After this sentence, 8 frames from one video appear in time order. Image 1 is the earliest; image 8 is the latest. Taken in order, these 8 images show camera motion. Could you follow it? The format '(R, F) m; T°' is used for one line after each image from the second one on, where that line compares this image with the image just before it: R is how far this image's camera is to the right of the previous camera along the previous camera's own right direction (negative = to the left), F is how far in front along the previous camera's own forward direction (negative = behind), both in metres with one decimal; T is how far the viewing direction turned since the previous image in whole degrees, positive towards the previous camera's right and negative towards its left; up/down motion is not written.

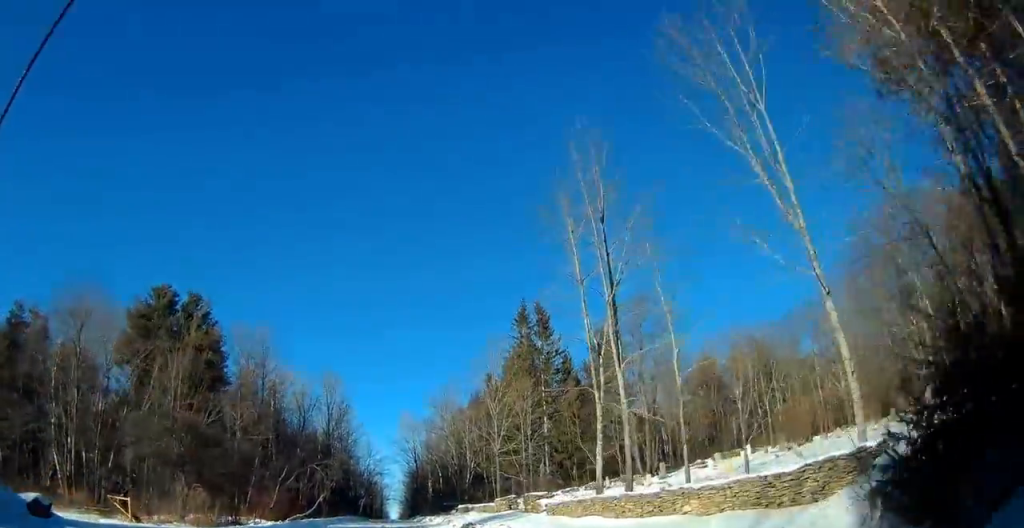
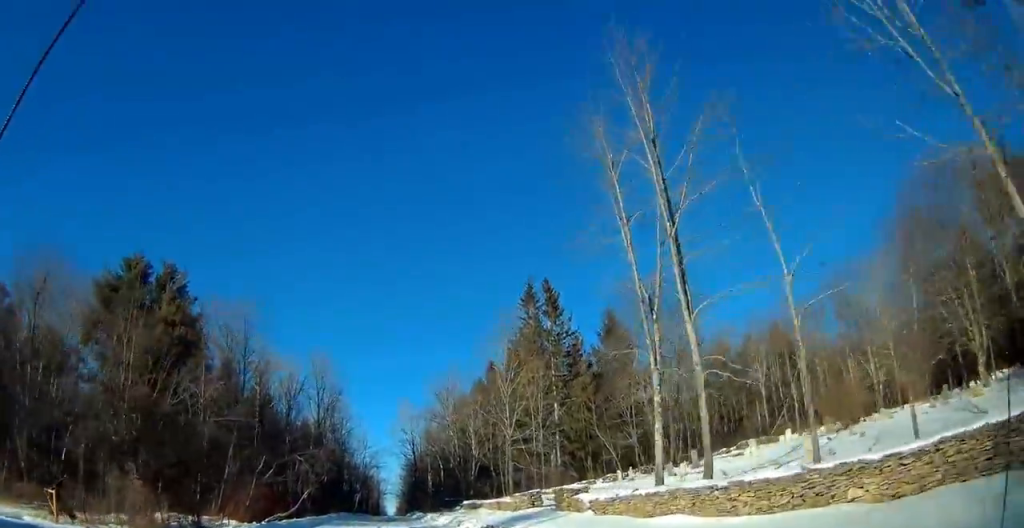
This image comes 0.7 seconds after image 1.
(+0.1, +5.8) m; +1°
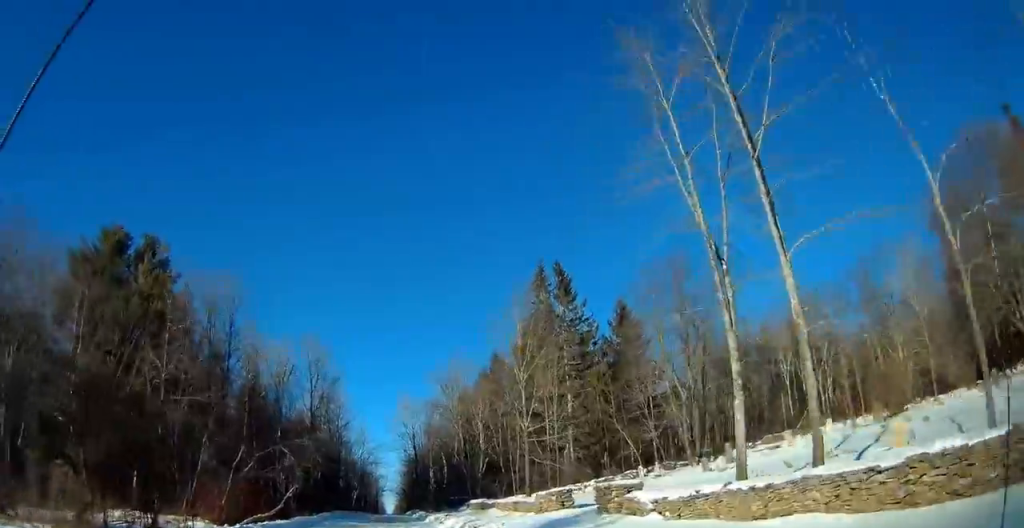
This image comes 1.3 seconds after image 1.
(0.0, +4.7) m; 0°
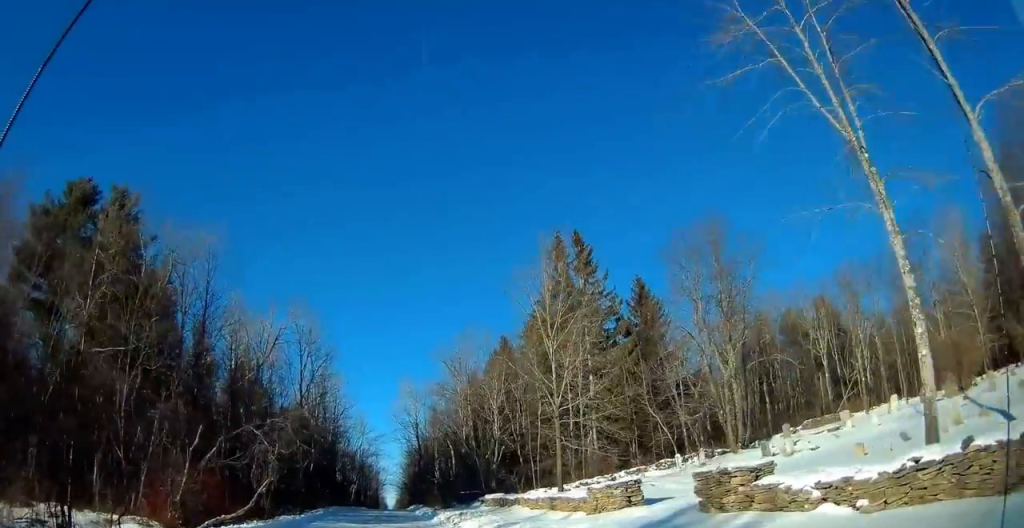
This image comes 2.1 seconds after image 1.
(0.0, +6.2) m; -1°
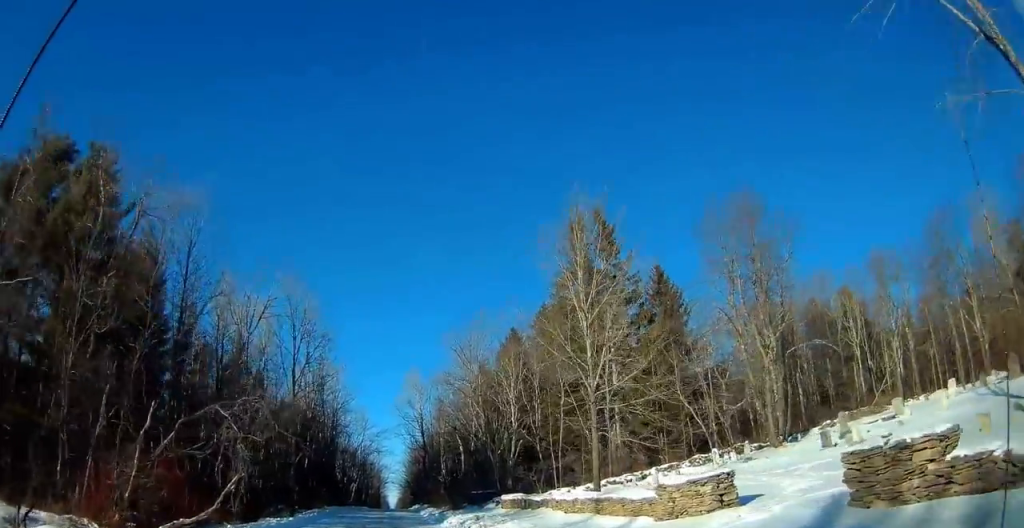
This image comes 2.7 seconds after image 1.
(0.0, +4.7) m; -1°
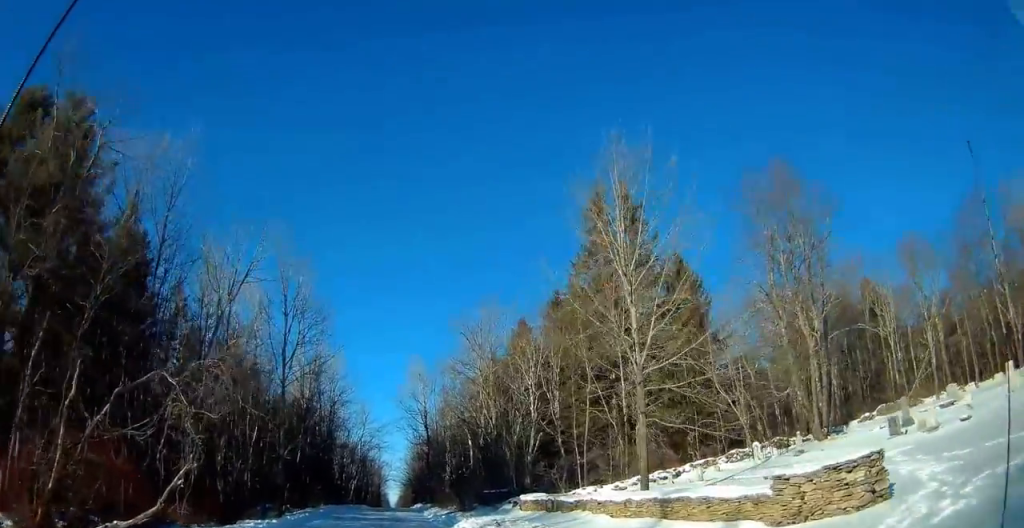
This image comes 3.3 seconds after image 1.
(-0.2, +4.4) m; 0°
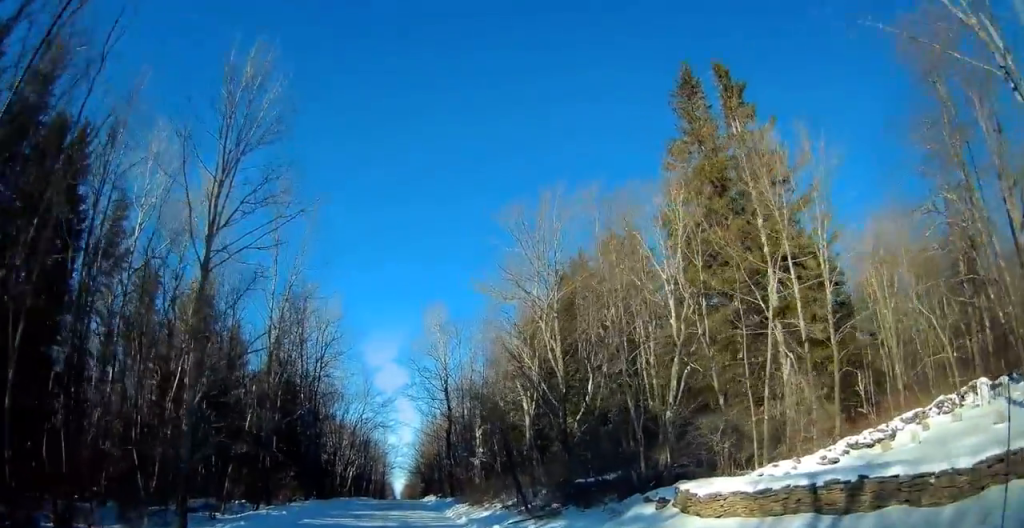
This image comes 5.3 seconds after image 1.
(+0.5, +16.1) m; +3°
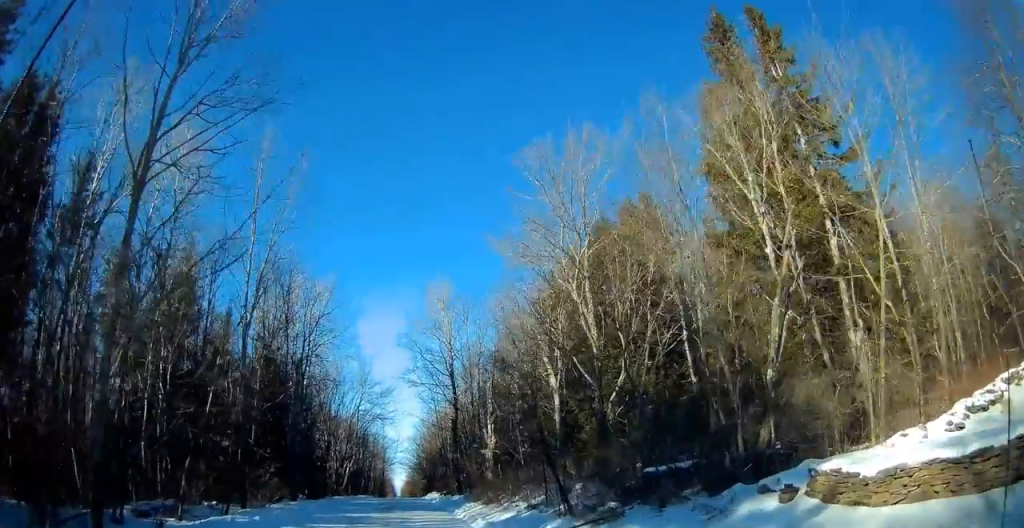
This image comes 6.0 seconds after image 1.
(0.0, +5.4) m; 0°
